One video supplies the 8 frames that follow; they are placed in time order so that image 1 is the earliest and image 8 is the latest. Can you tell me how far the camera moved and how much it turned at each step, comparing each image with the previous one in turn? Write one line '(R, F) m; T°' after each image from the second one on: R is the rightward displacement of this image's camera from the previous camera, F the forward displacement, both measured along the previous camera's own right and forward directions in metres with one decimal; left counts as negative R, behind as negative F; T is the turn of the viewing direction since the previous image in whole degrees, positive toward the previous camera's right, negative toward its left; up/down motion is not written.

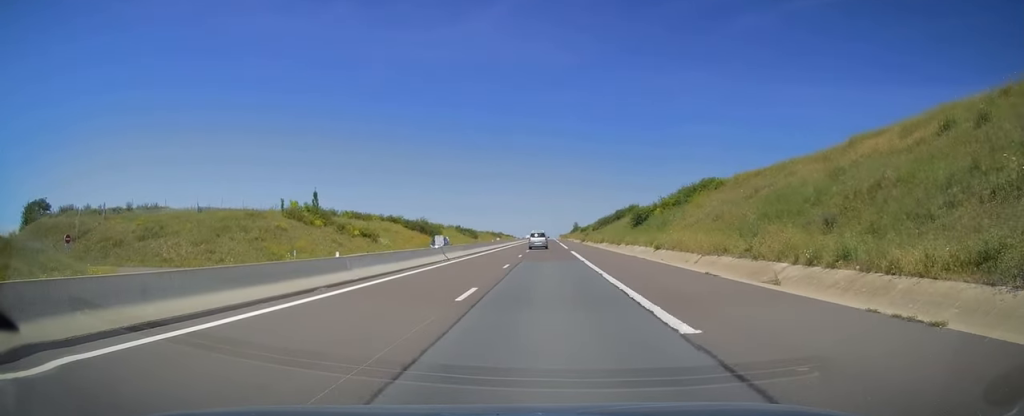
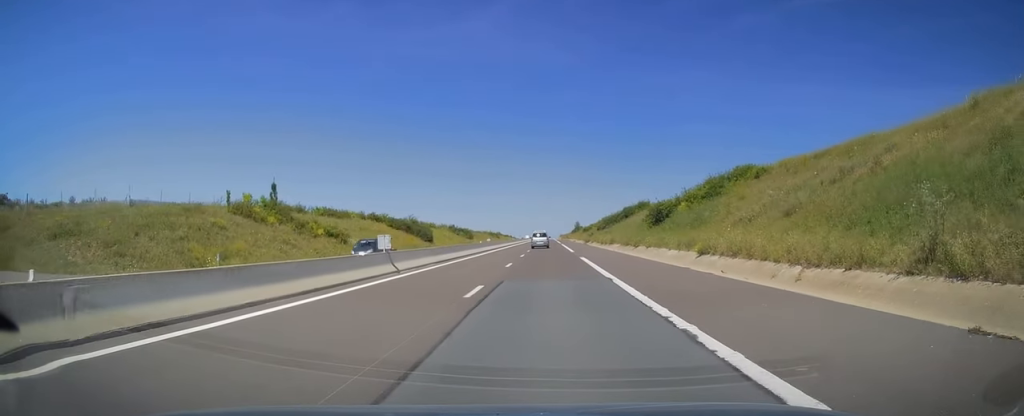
(+0.1, +12.2) m; 0°
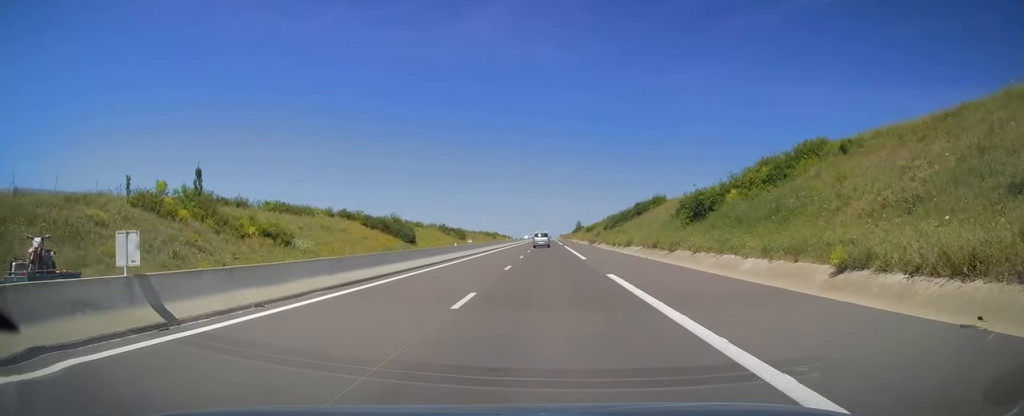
(+0.2, +15.2) m; 0°
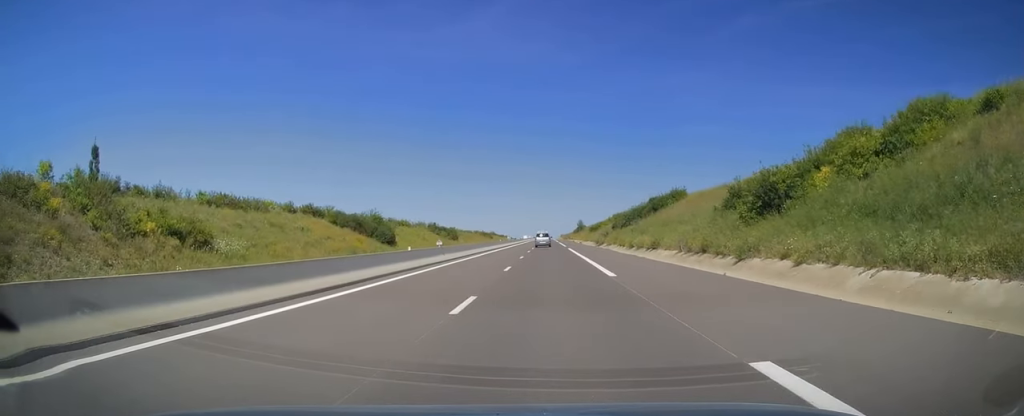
(-0.1, +13.7) m; 0°
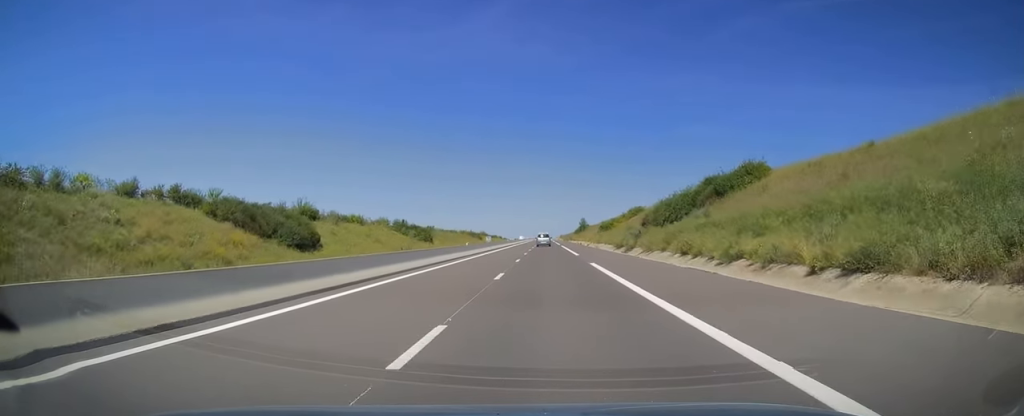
(-0.1, +30.4) m; 0°
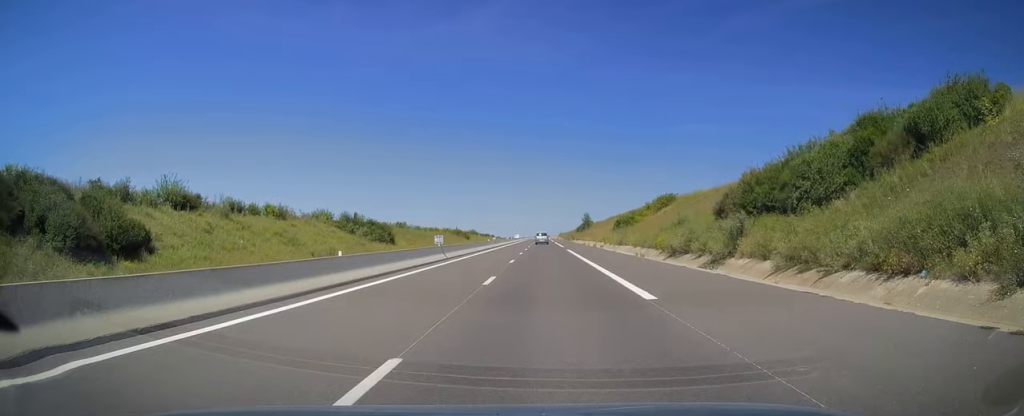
(+0.1, +28.6) m; 0°
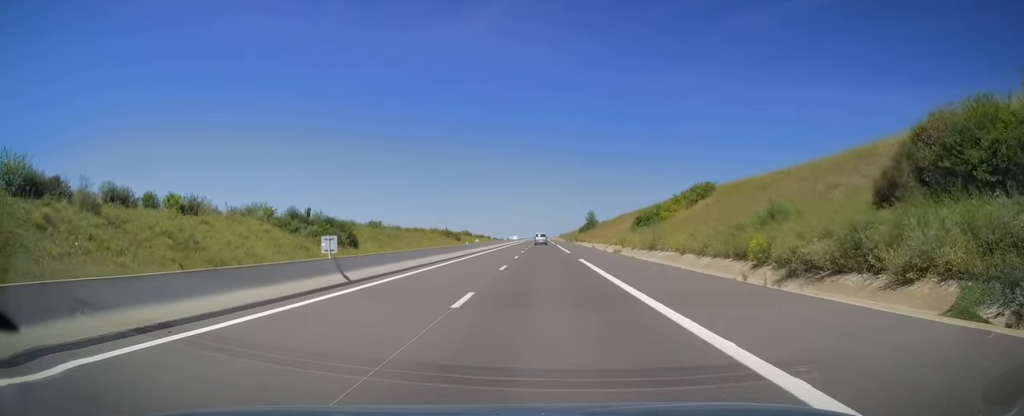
(0.0, +18.3) m; 0°
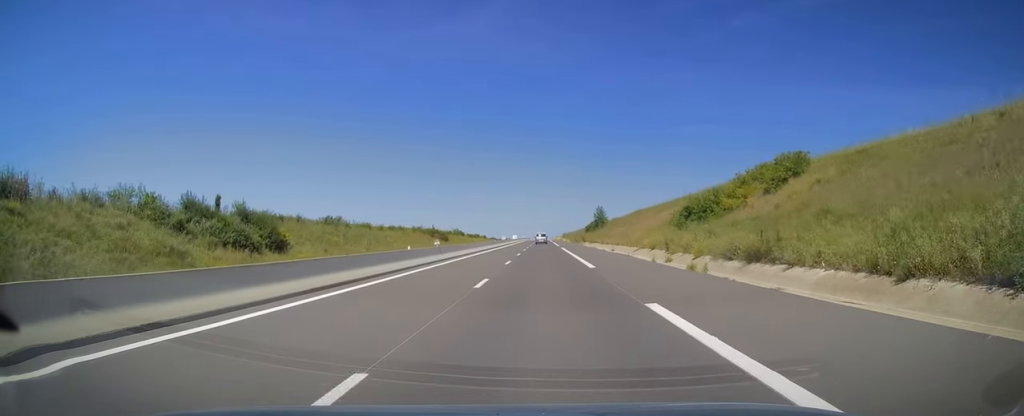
(+0.3, +21.6) m; 0°
